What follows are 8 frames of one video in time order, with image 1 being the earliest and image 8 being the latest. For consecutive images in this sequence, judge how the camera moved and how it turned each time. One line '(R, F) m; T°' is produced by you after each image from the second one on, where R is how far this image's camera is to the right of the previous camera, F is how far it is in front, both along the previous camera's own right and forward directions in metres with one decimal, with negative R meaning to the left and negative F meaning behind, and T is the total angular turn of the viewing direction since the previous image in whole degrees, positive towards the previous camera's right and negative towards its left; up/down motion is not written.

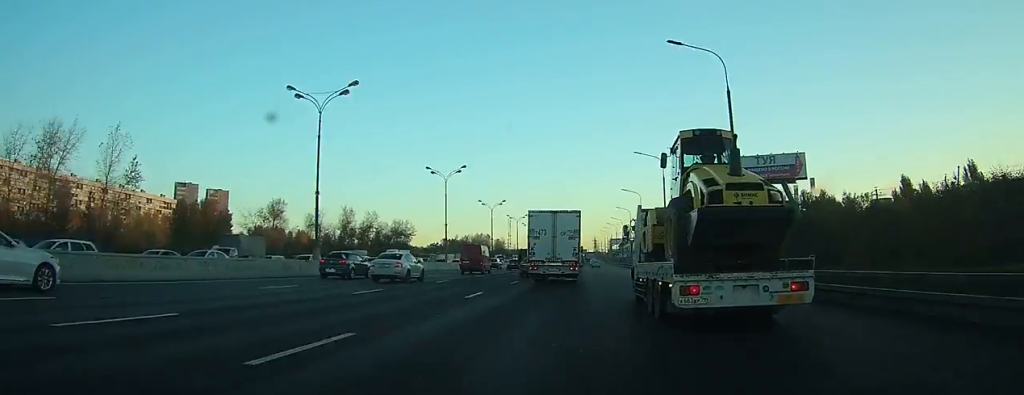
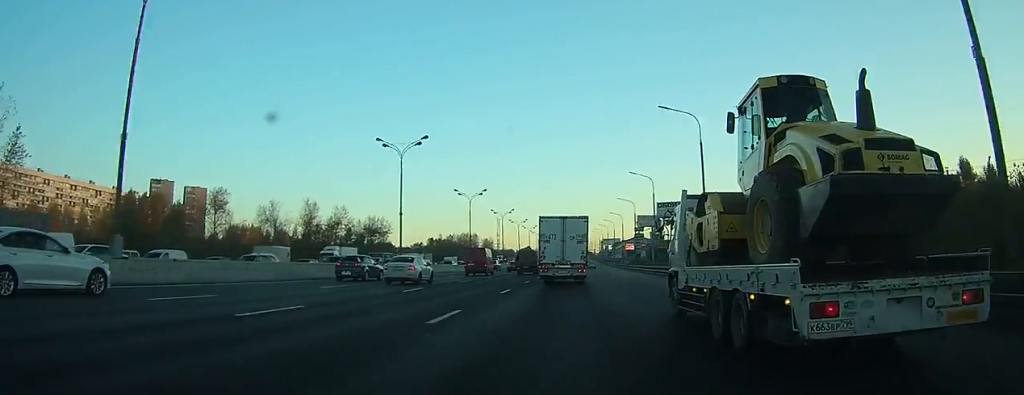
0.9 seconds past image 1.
(-0.1, +19.4) m; 0°
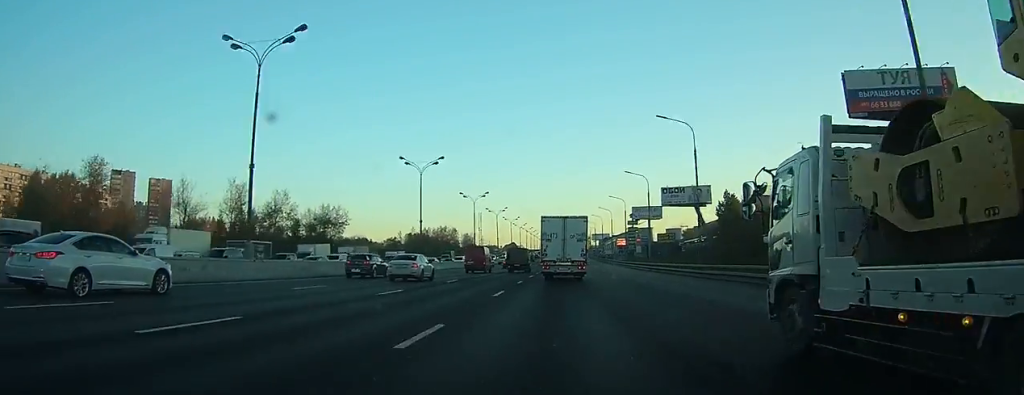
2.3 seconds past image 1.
(0.0, +27.0) m; 0°
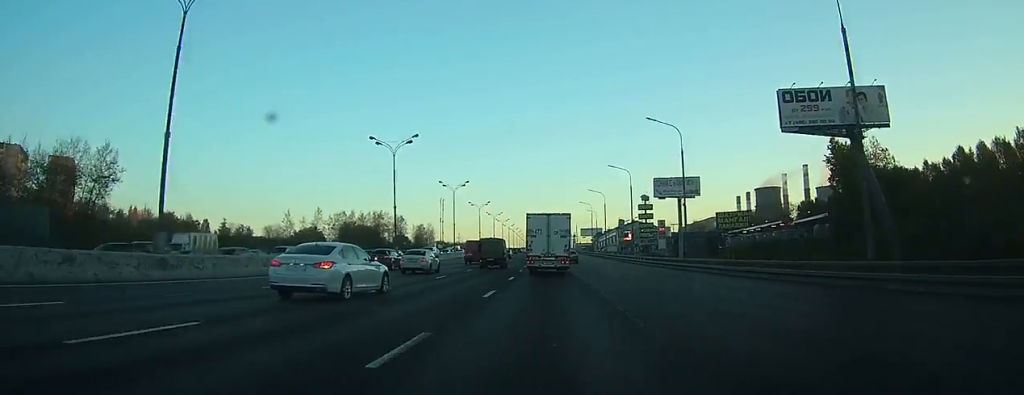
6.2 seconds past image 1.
(+1.3, +78.6) m; +2°
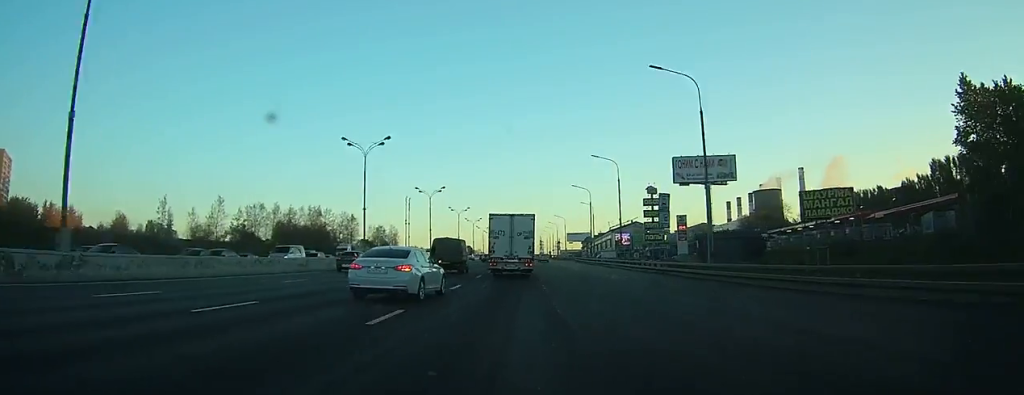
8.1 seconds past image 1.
(+0.3, +41.0) m; +1°
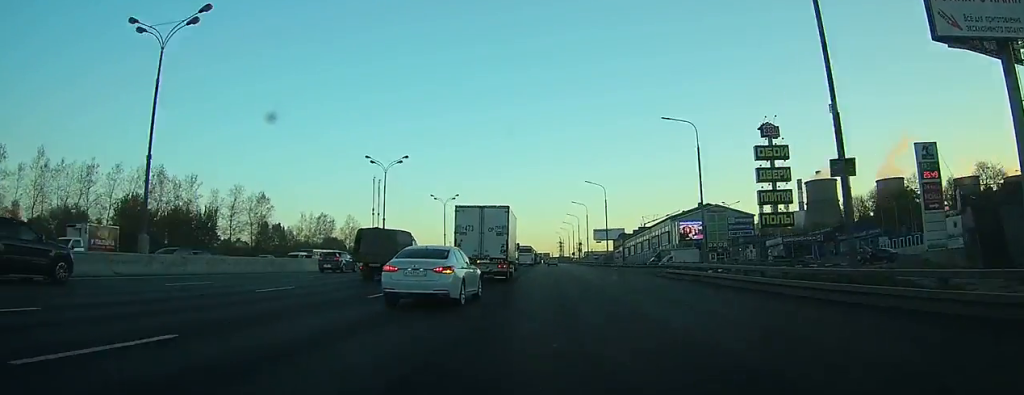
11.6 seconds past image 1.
(+0.7, +76.3) m; 0°
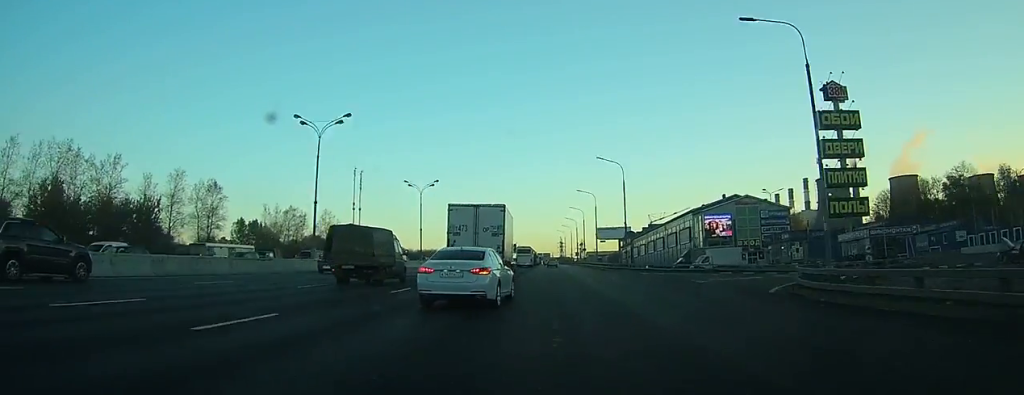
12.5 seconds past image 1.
(-0.2, +20.7) m; 0°
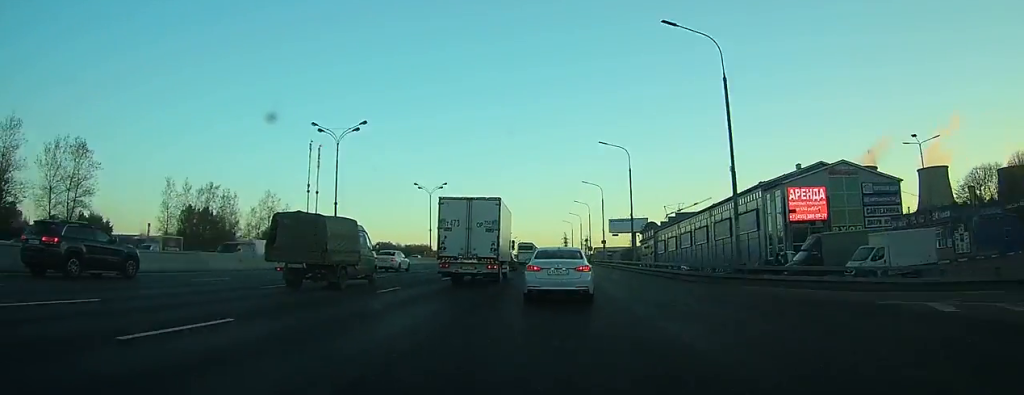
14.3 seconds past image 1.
(-0.2, +38.6) m; 0°
